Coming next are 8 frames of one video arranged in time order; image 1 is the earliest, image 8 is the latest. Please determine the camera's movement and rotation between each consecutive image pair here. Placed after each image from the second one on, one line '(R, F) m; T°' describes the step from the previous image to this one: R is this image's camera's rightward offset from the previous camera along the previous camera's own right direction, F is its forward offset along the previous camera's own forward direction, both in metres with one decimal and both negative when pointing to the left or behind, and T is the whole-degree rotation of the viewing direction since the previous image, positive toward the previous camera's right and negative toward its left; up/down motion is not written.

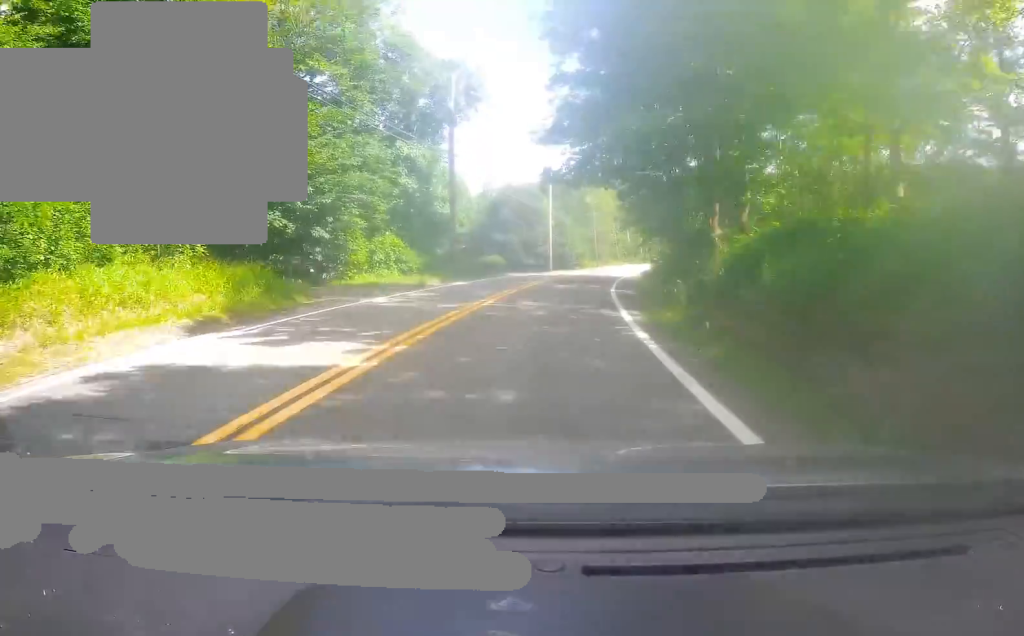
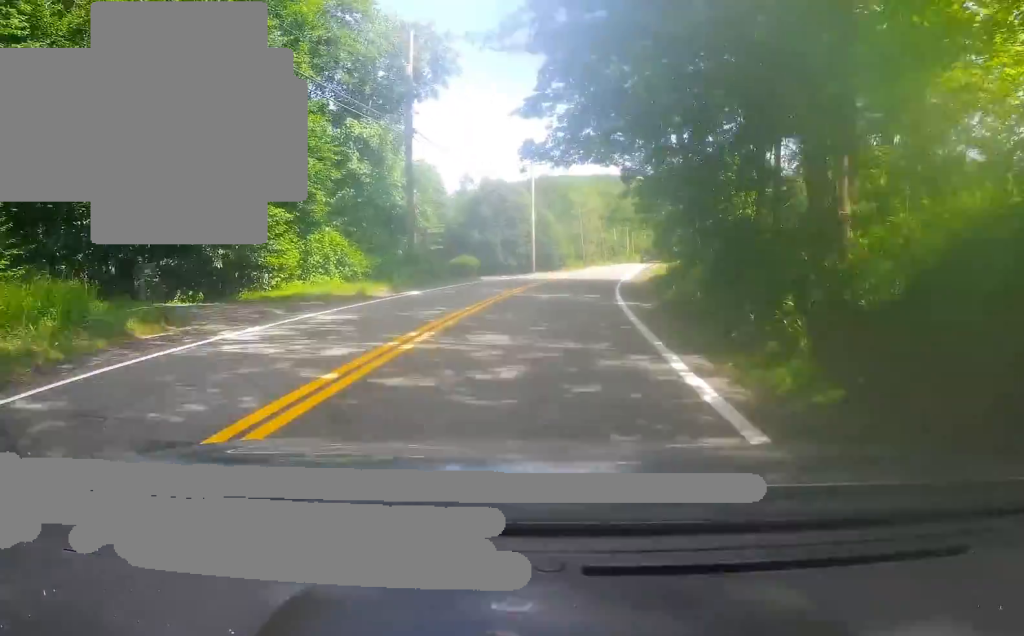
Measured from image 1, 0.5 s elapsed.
(+0.1, +8.0) m; +1°
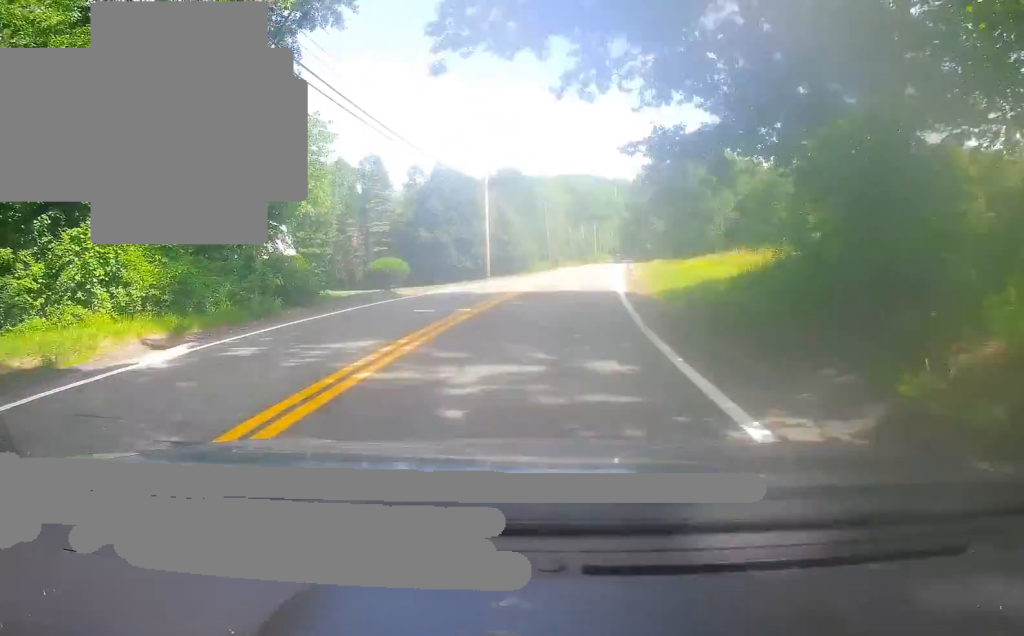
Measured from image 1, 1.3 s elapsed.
(-0.1, +14.0) m; +3°
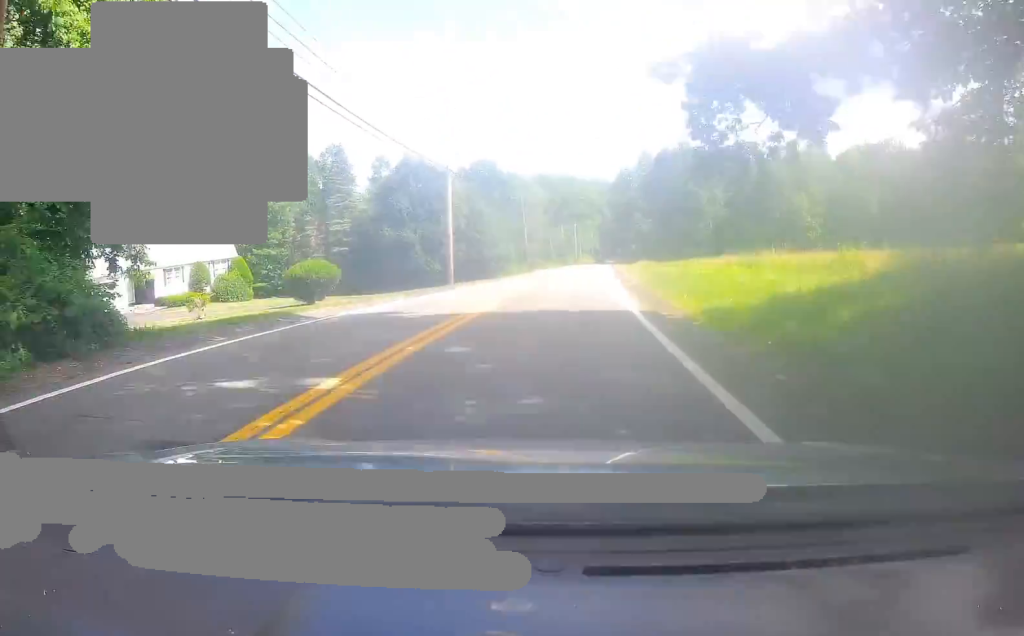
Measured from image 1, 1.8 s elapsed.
(+0.4, +9.6) m; +2°
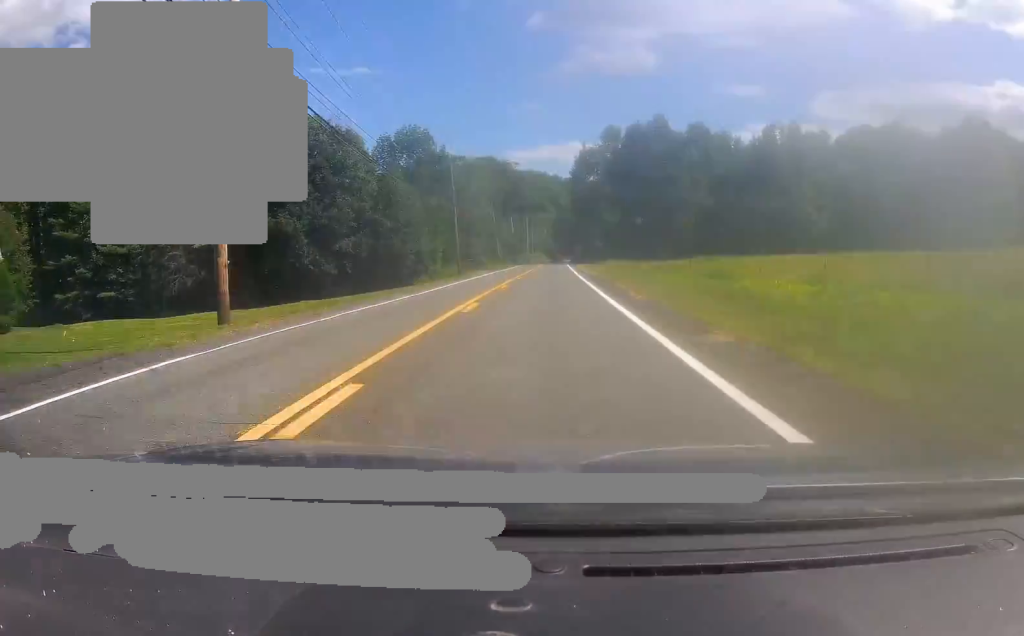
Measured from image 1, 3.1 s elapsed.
(+1.3, +25.0) m; +5°
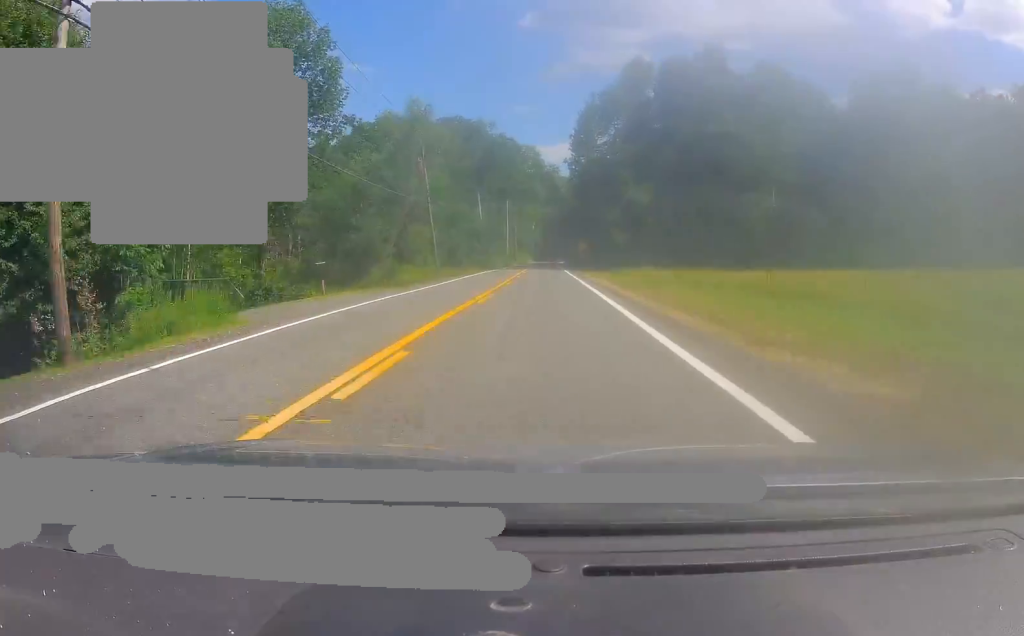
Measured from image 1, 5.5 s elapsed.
(+1.7, +46.3) m; +3°
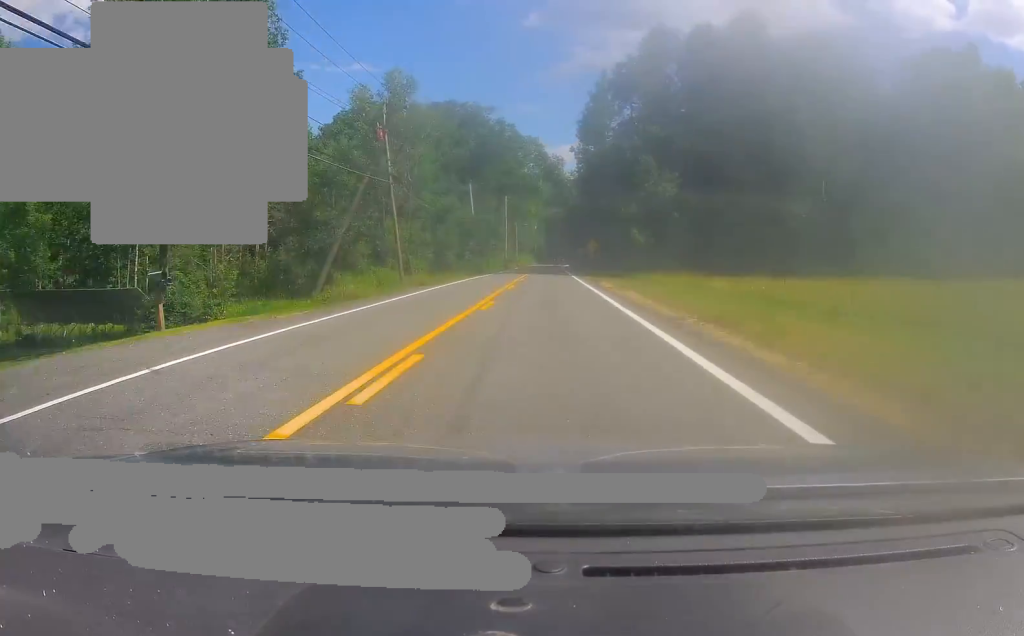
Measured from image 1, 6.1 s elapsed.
(0.0, +12.4) m; 0°
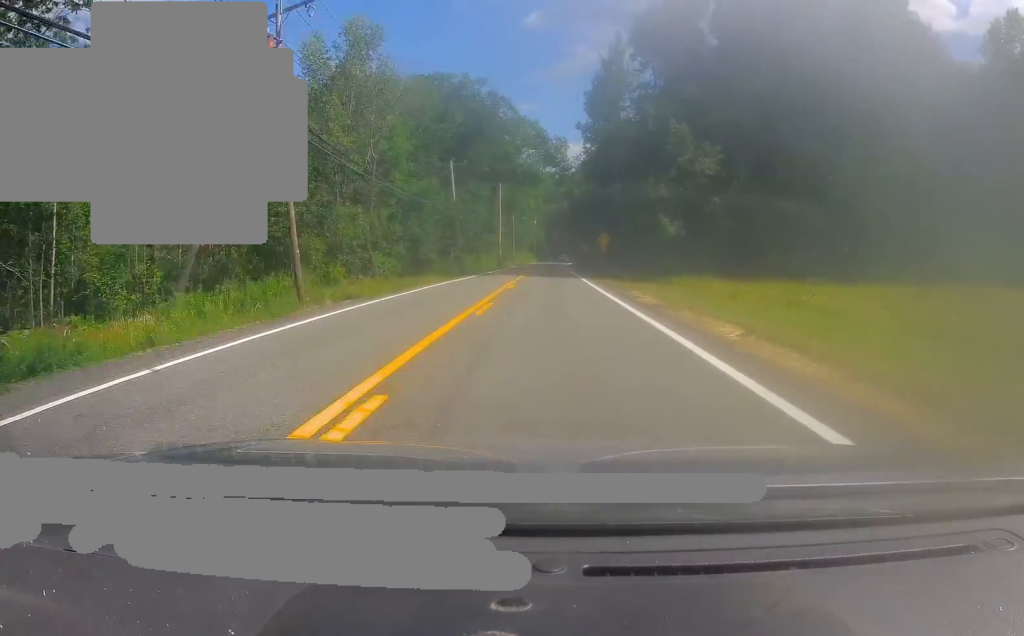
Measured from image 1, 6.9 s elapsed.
(0.0, +14.4) m; +1°
